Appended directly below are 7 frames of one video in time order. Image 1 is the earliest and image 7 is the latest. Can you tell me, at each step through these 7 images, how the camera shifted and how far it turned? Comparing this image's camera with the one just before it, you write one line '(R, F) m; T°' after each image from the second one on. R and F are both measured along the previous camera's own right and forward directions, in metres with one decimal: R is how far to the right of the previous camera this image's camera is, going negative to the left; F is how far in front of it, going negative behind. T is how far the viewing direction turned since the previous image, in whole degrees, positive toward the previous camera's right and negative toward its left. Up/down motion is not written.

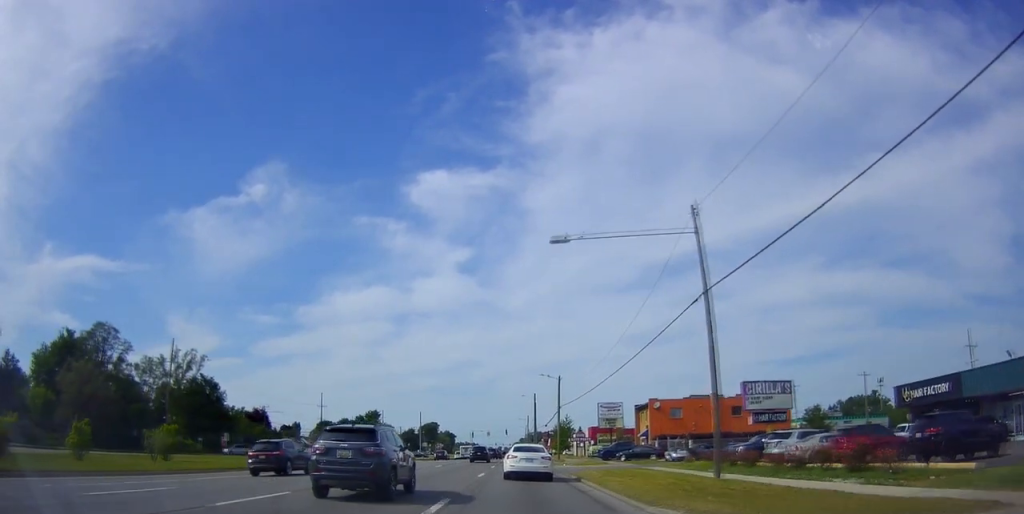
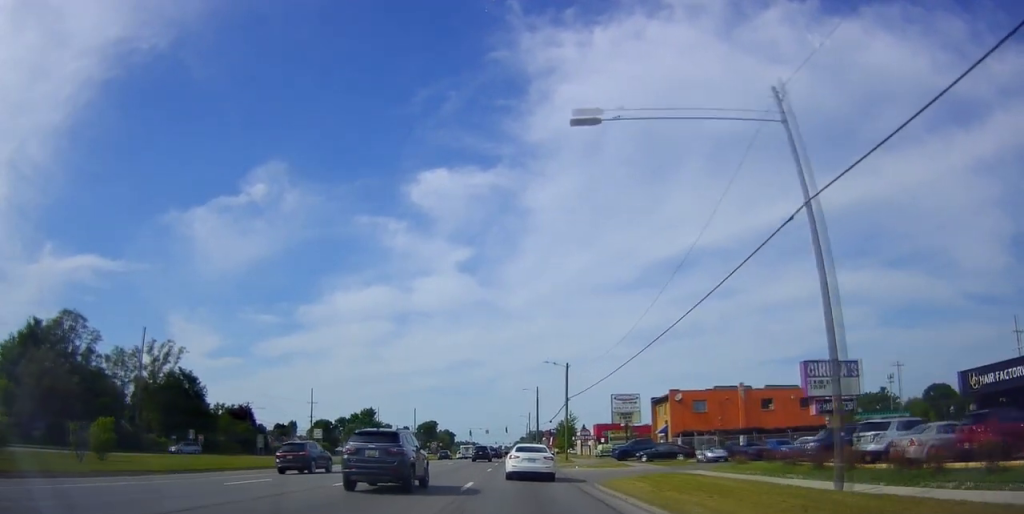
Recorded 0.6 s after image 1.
(+0.5, +8.7) m; 0°
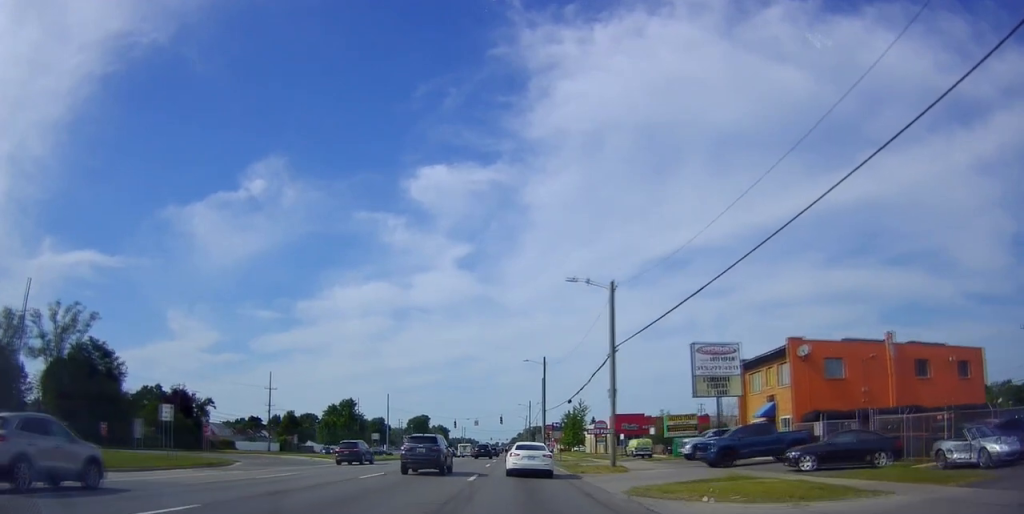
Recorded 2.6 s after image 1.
(-0.6, +27.4) m; -2°
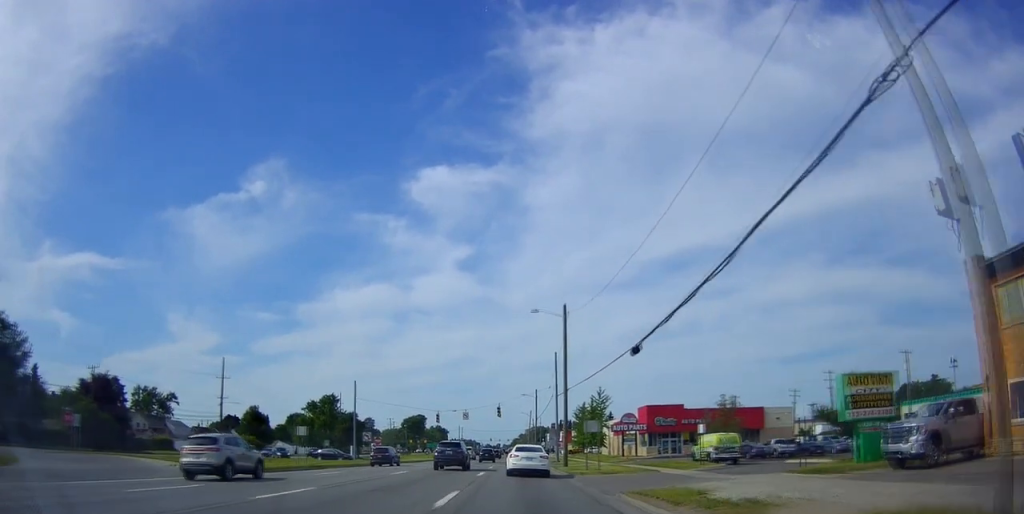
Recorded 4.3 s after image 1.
(+0.3, +24.4) m; +2°
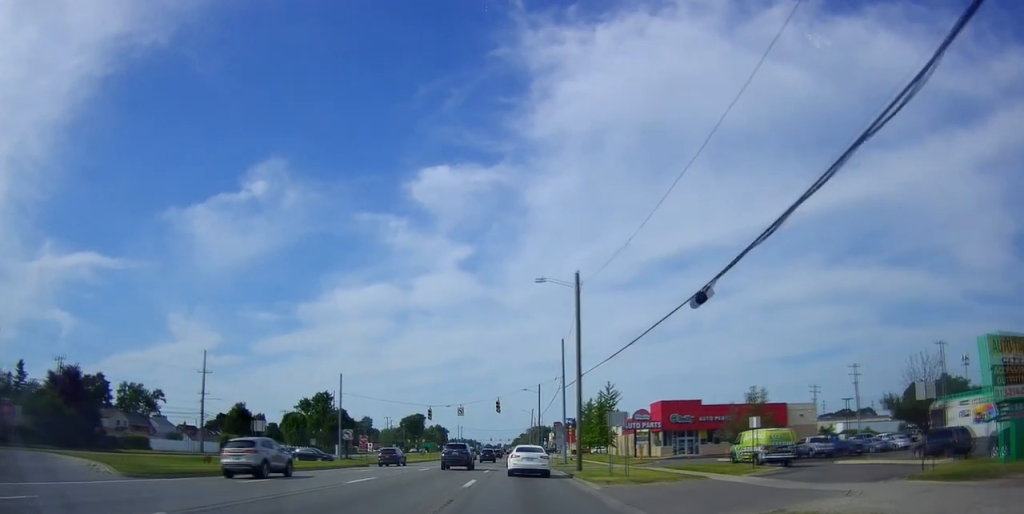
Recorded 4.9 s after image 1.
(+0.4, +7.6) m; 0°
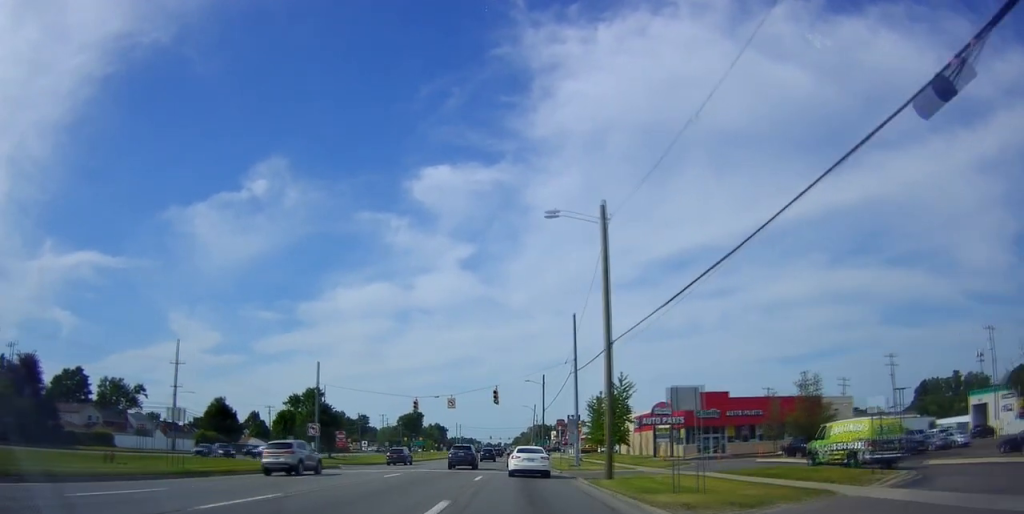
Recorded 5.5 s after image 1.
(-0.4, +9.4) m; 0°
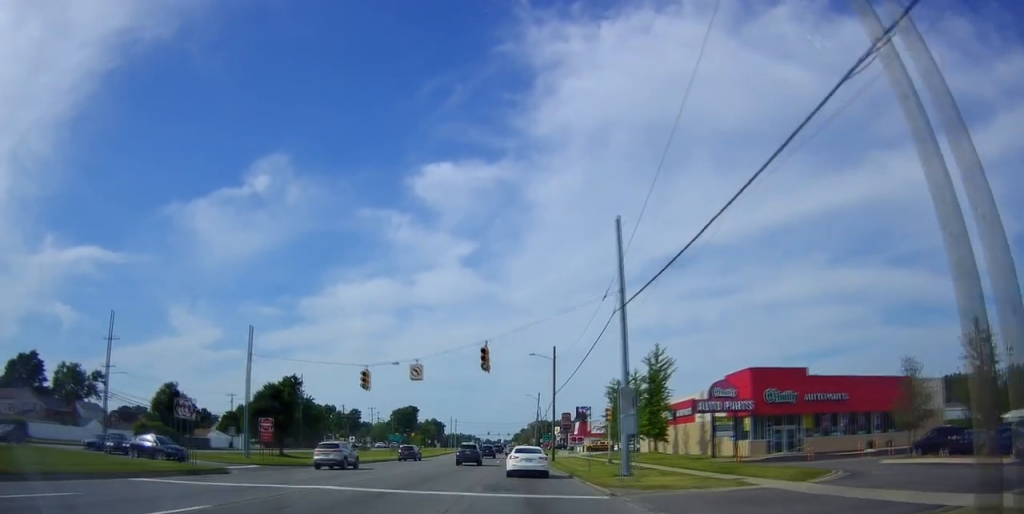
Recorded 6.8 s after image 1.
(+0.3, +18.0) m; +1°
